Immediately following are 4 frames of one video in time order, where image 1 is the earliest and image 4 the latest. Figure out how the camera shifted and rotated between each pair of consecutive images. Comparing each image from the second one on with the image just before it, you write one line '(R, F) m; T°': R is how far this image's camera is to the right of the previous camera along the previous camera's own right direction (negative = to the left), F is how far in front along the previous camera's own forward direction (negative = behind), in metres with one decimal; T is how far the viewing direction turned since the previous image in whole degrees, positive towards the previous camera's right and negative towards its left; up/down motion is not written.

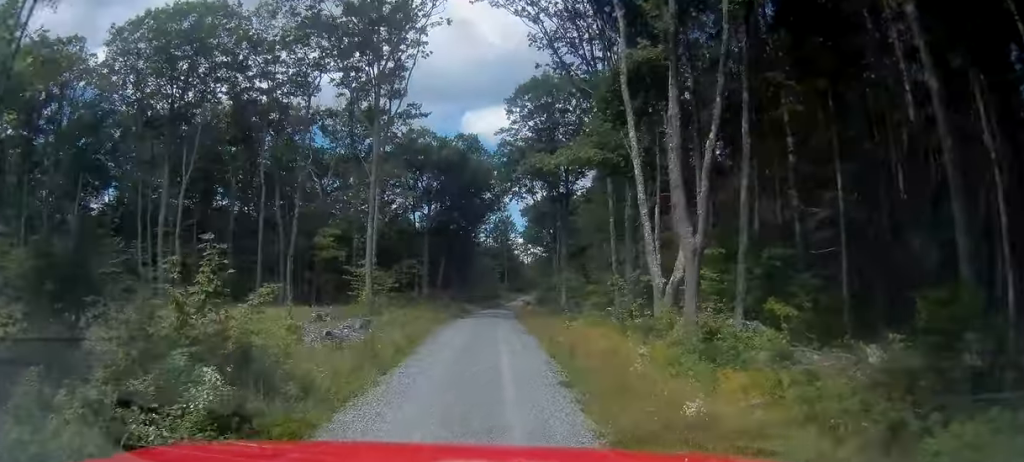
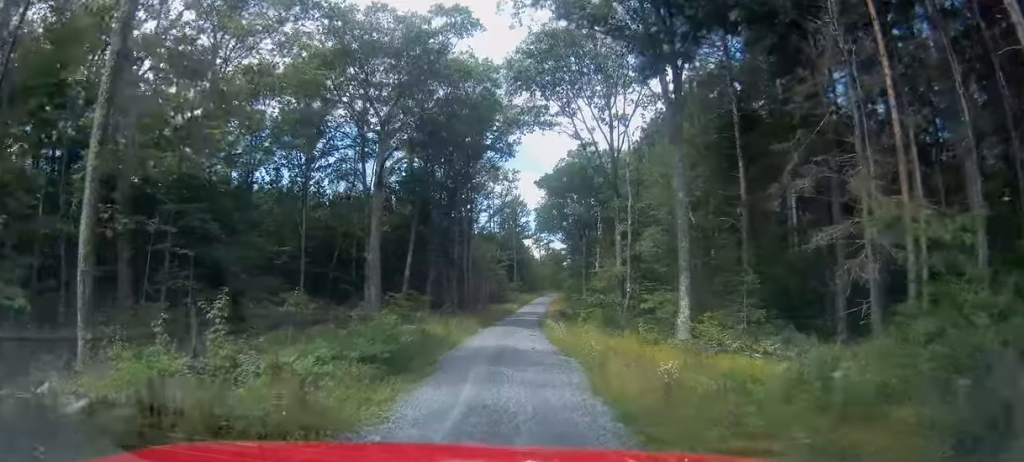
(+0.6, +37.6) m; +3°
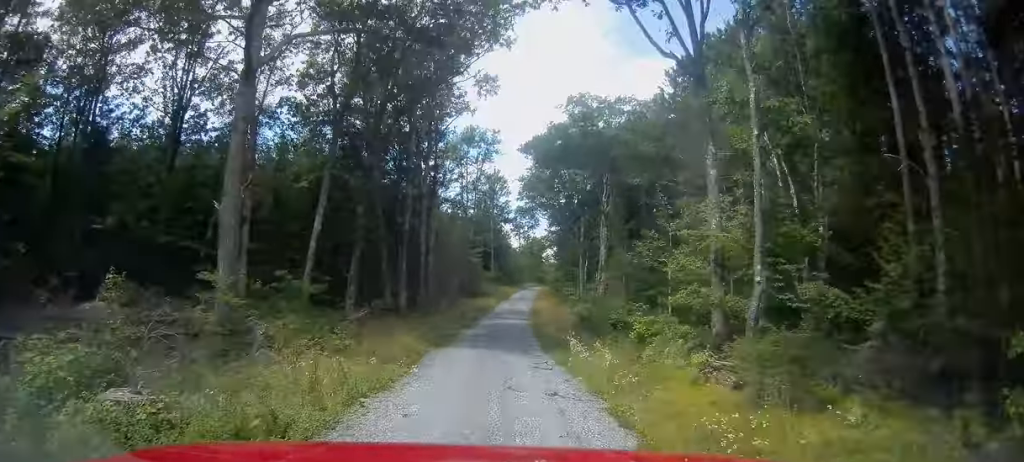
(+0.5, +21.8) m; 0°
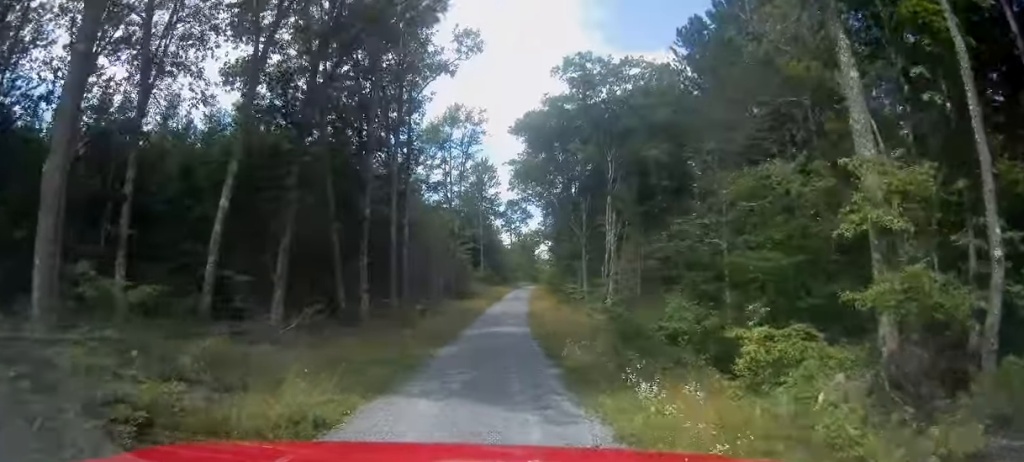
(-0.3, +9.4) m; +1°
